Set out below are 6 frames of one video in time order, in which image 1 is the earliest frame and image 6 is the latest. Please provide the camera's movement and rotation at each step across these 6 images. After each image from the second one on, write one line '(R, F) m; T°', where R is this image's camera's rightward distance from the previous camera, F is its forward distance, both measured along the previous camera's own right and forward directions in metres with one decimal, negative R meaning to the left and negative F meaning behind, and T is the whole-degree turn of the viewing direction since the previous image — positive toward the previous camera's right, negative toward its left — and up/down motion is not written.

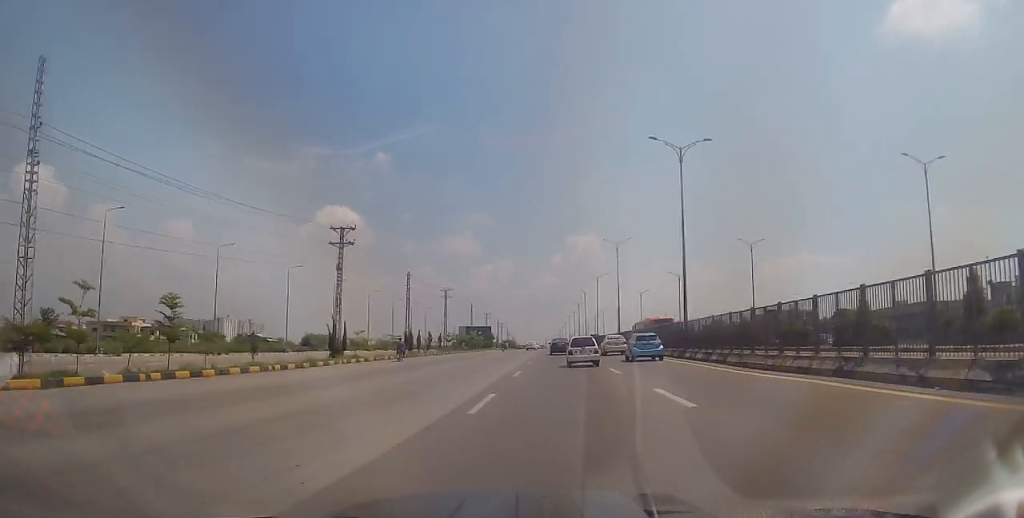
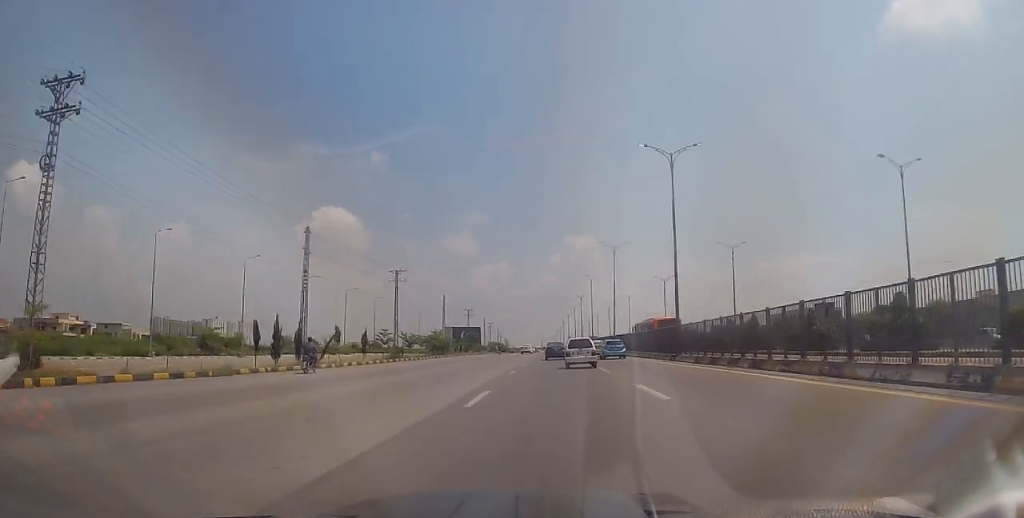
(0.0, +34.7) m; -1°
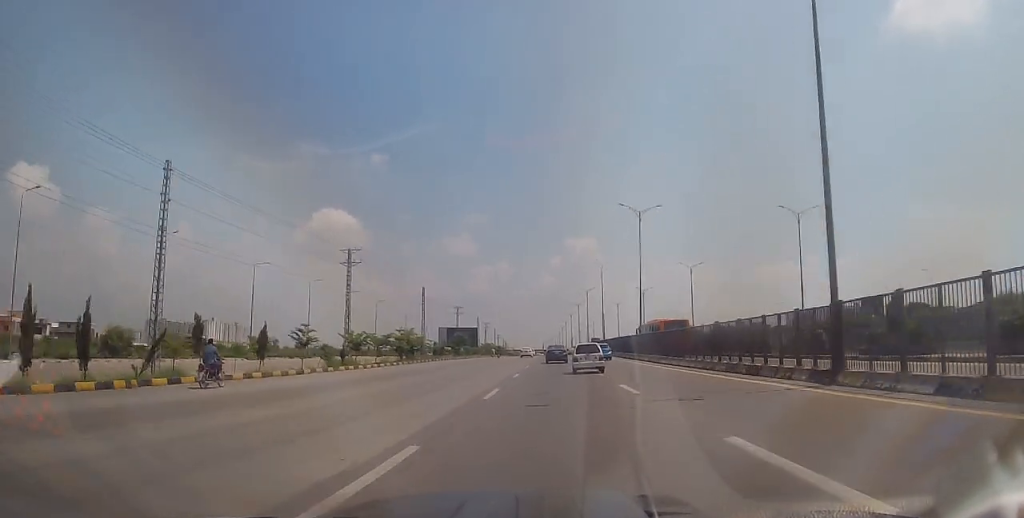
(-0.1, +20.3) m; 0°
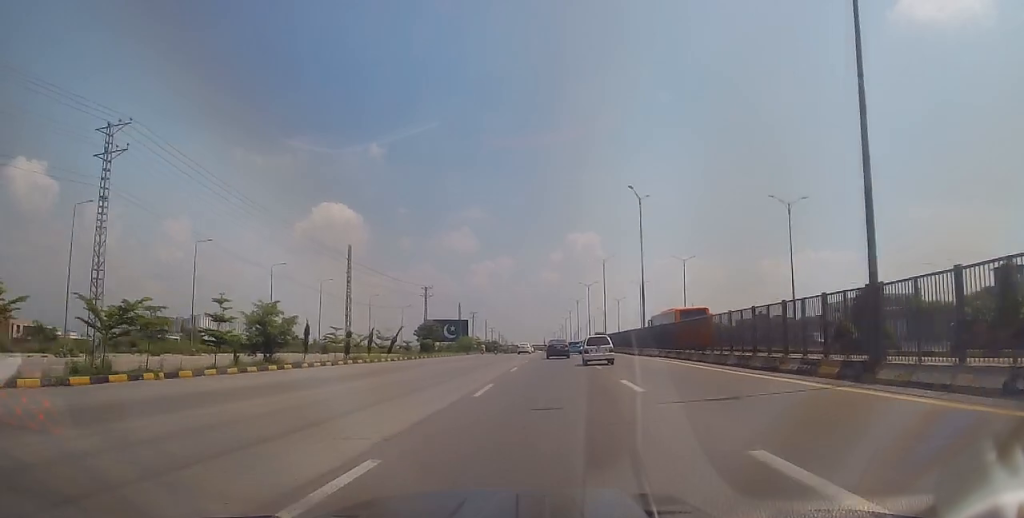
(0.0, +37.5) m; 0°
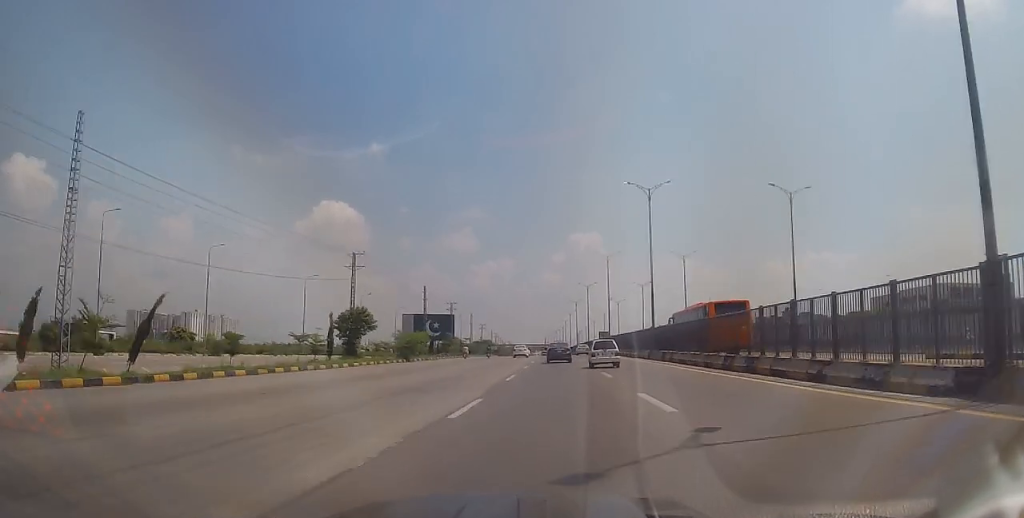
(+0.2, +39.5) m; +1°
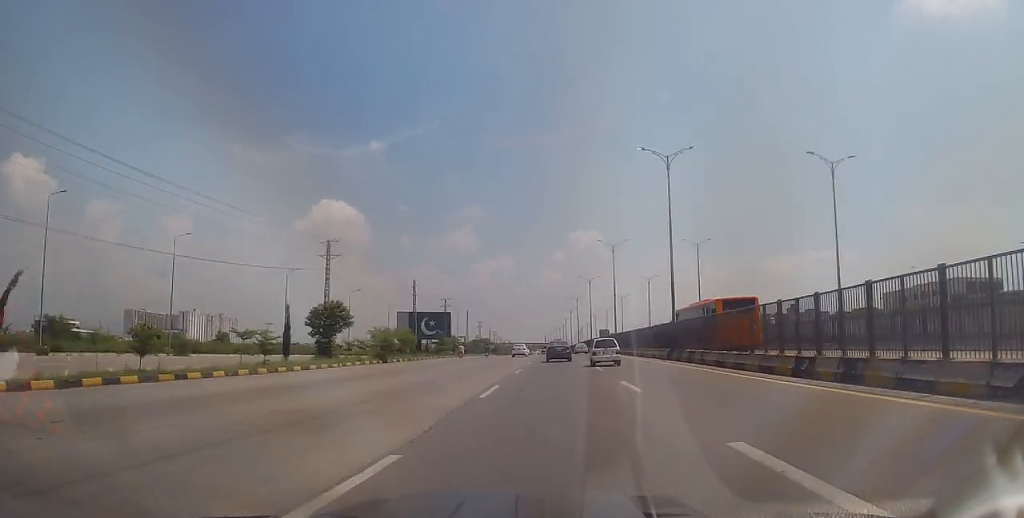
(+0.1, +7.7) m; 0°
